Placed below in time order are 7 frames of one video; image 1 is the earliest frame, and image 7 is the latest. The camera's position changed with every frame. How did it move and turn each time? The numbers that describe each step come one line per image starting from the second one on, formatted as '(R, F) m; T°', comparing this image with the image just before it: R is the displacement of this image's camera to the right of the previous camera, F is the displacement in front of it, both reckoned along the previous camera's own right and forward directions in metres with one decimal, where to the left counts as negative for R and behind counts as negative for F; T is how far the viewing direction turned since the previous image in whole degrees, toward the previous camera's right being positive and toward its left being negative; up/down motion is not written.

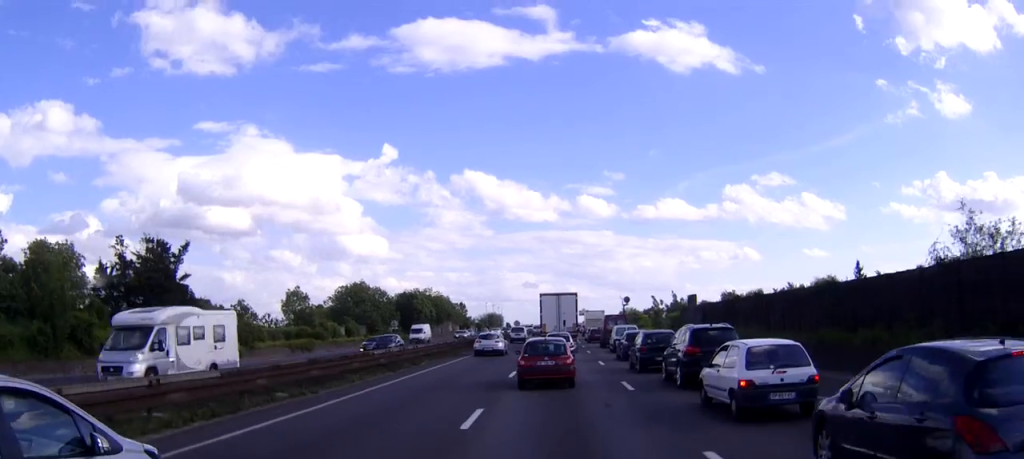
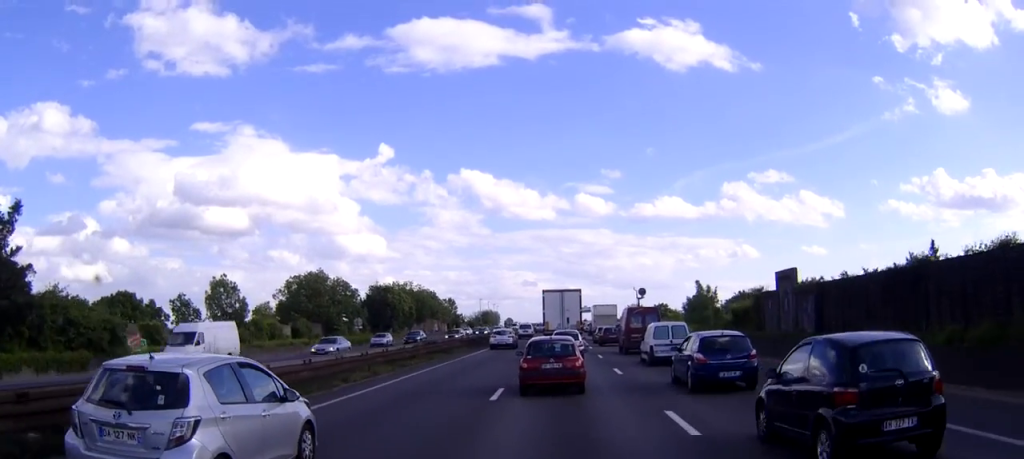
(0.0, +21.1) m; 0°
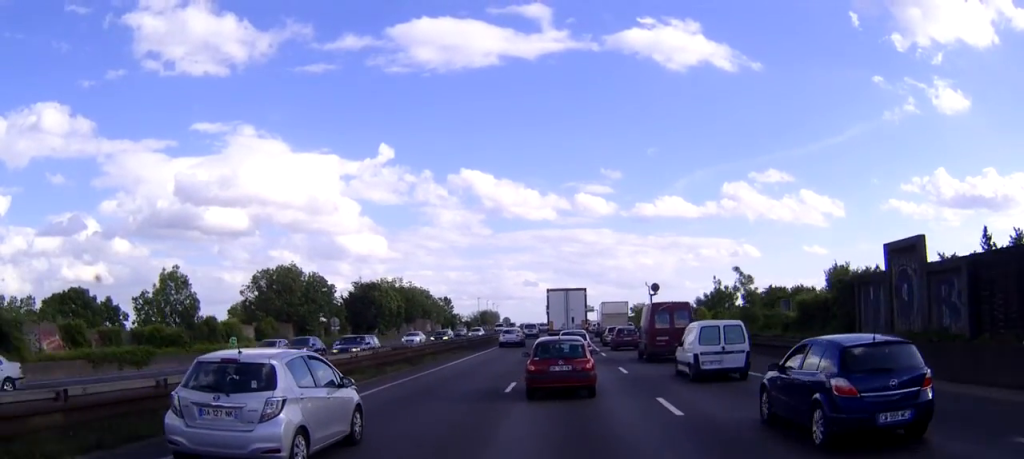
(0.0, +10.7) m; 0°
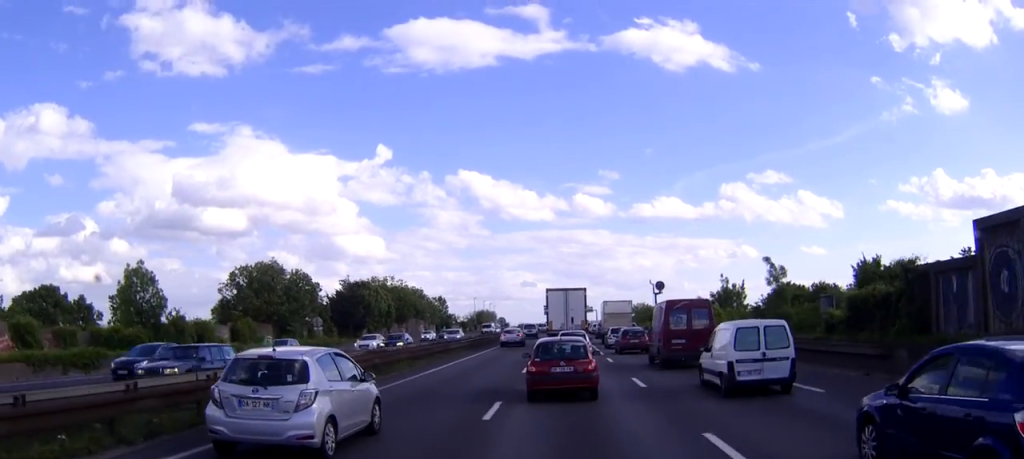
(0.0, +5.3) m; 0°
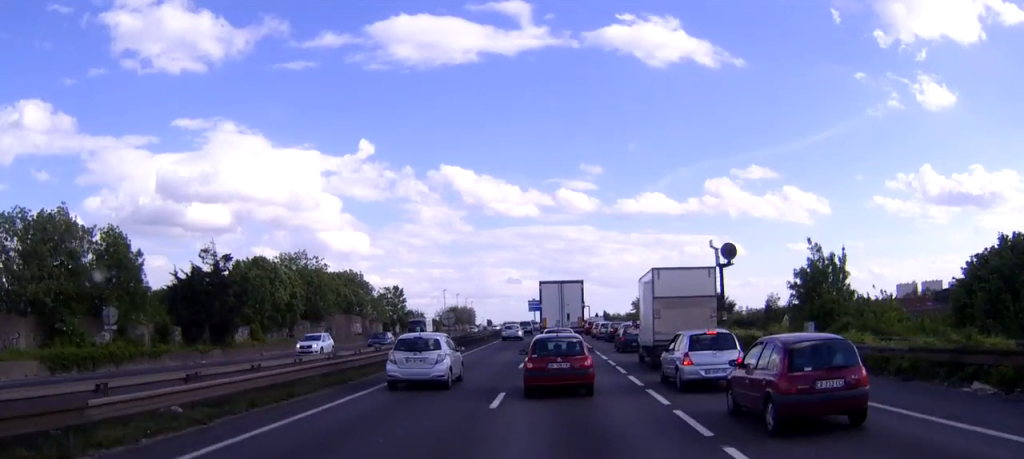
(+0.4, +36.8) m; +1°
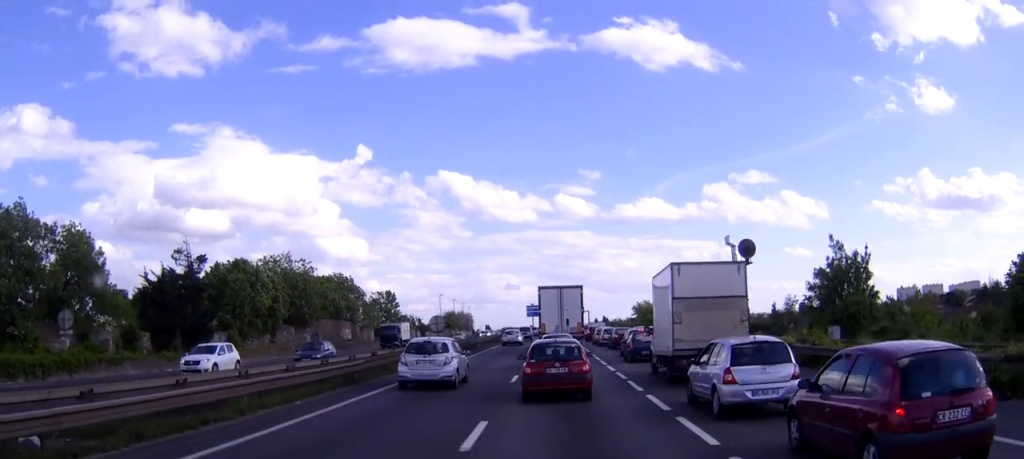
(0.0, +4.5) m; 0°
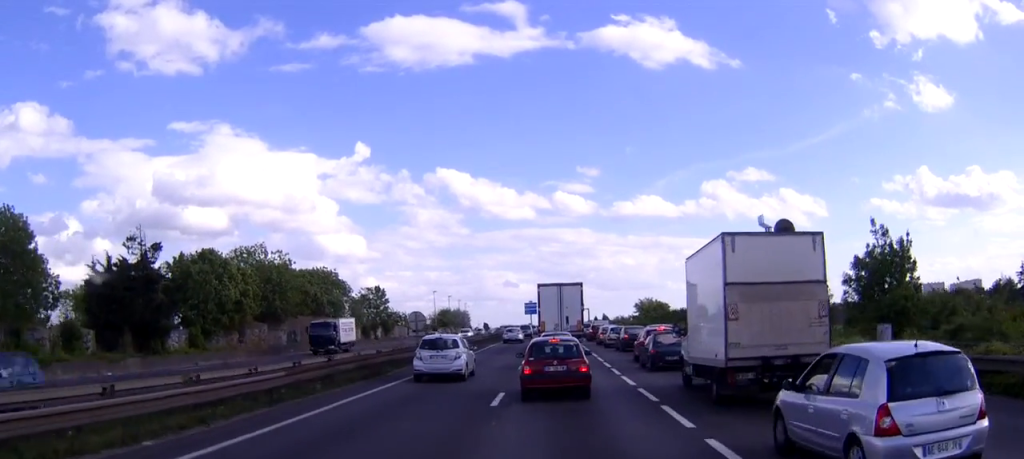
(0.0, +7.0) m; 0°
